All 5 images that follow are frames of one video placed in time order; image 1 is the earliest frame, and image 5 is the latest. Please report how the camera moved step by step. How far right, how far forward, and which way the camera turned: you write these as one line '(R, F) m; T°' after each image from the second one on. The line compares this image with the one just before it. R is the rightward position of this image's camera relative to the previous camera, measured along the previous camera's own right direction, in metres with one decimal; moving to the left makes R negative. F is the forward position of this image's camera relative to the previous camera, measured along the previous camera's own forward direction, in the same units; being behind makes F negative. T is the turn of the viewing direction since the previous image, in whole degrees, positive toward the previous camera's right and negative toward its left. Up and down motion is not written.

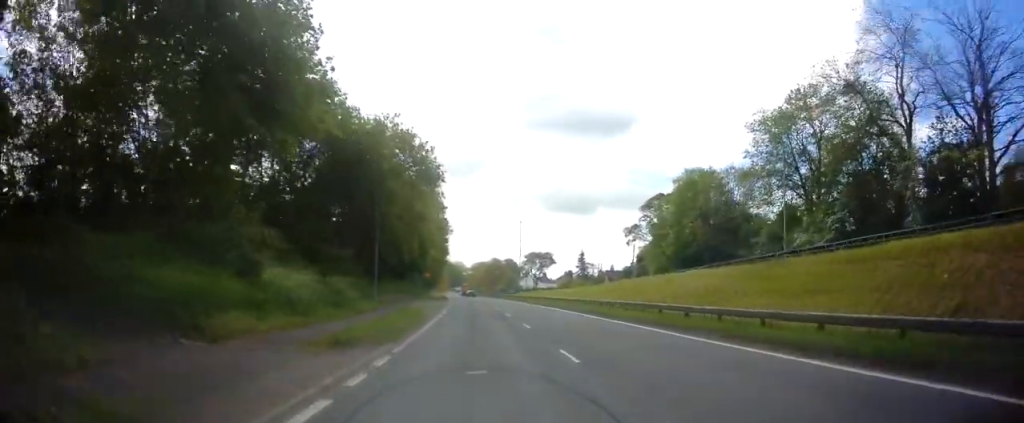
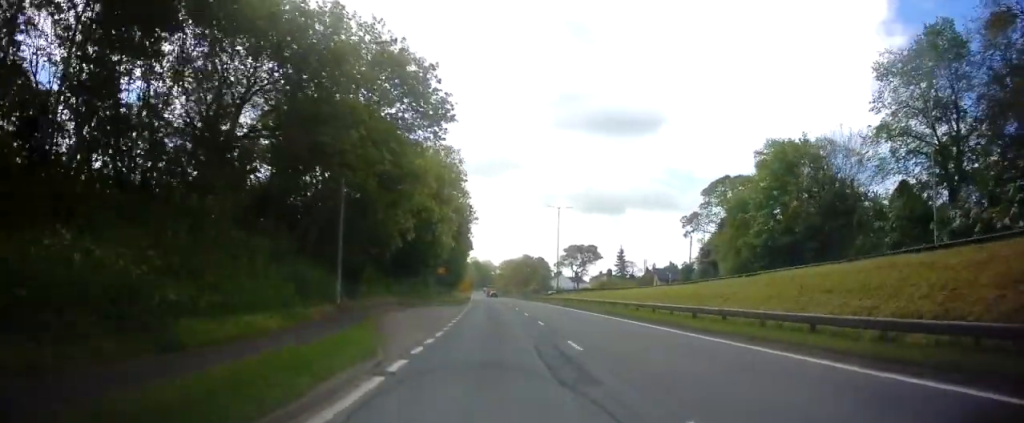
(+0.2, +15.6) m; 0°
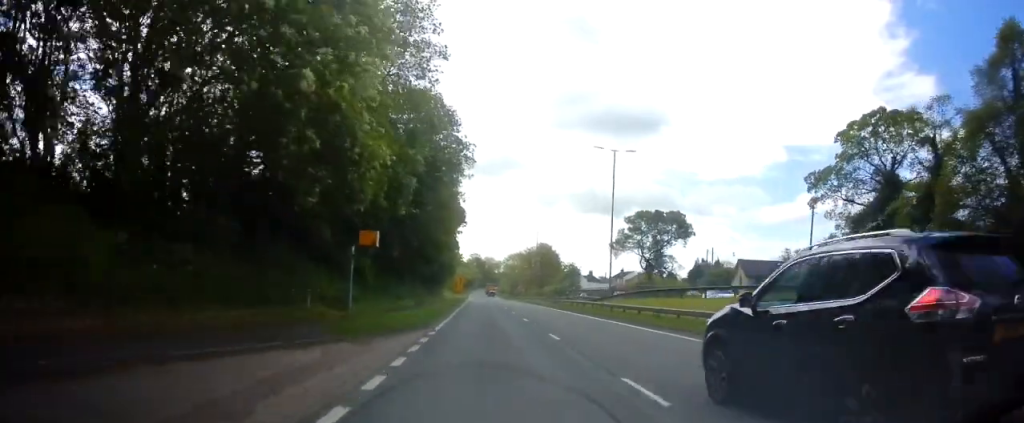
(-0.3, +32.4) m; +2°
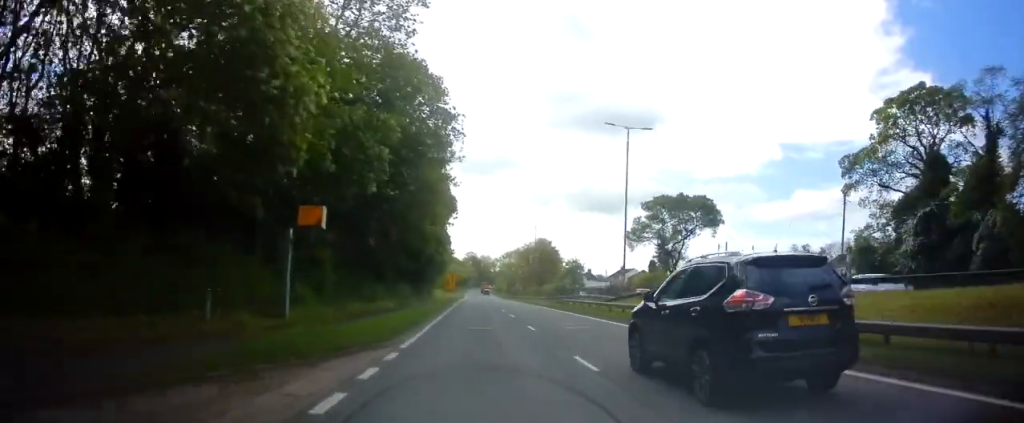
(0.0, +6.1) m; -1°
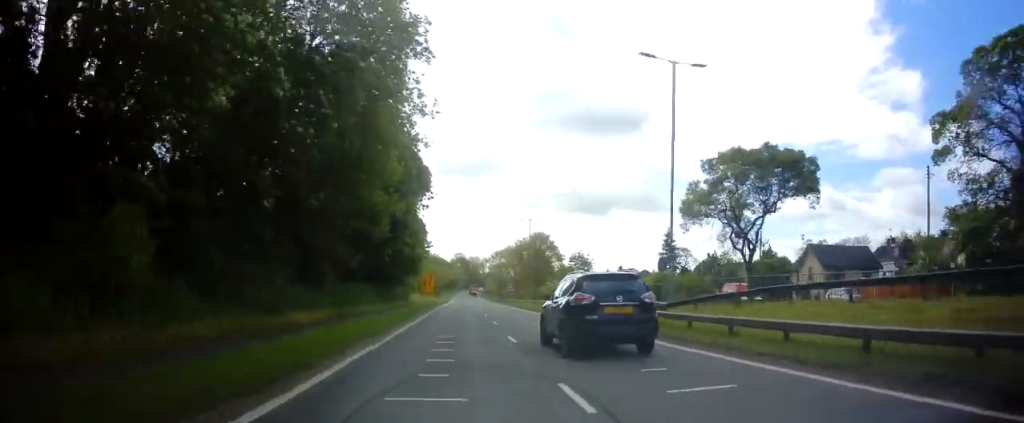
(-0.1, +12.3) m; -1°
